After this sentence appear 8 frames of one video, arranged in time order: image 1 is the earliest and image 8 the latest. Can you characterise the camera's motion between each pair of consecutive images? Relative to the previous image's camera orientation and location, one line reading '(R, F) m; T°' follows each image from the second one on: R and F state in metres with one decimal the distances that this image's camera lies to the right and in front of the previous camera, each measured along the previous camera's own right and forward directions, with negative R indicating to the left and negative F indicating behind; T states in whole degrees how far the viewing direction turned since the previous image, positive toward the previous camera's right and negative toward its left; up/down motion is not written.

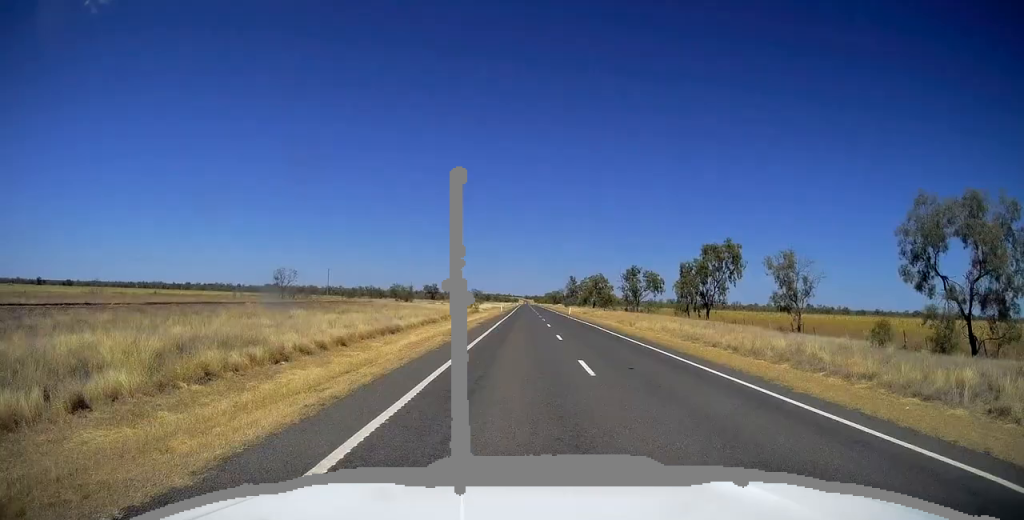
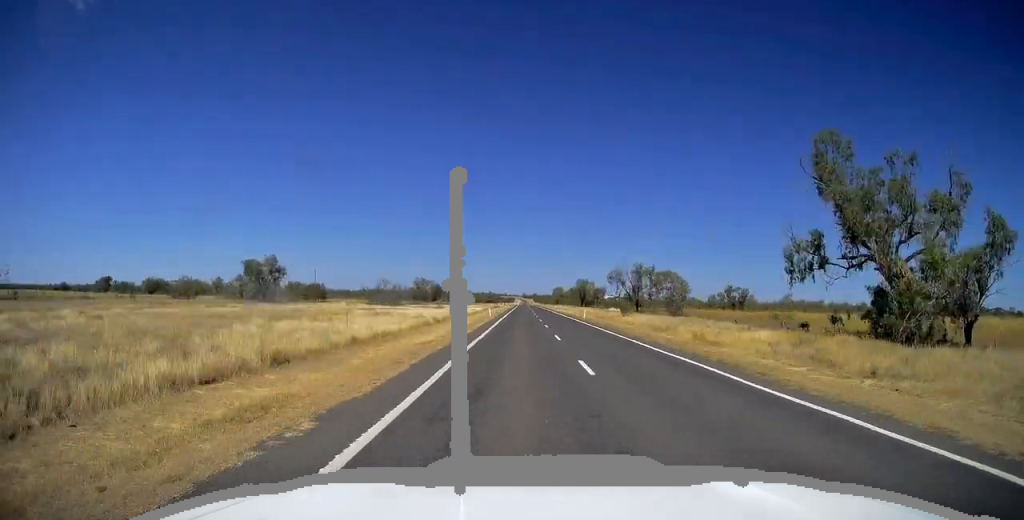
(+1.3, +197.3) m; 0°
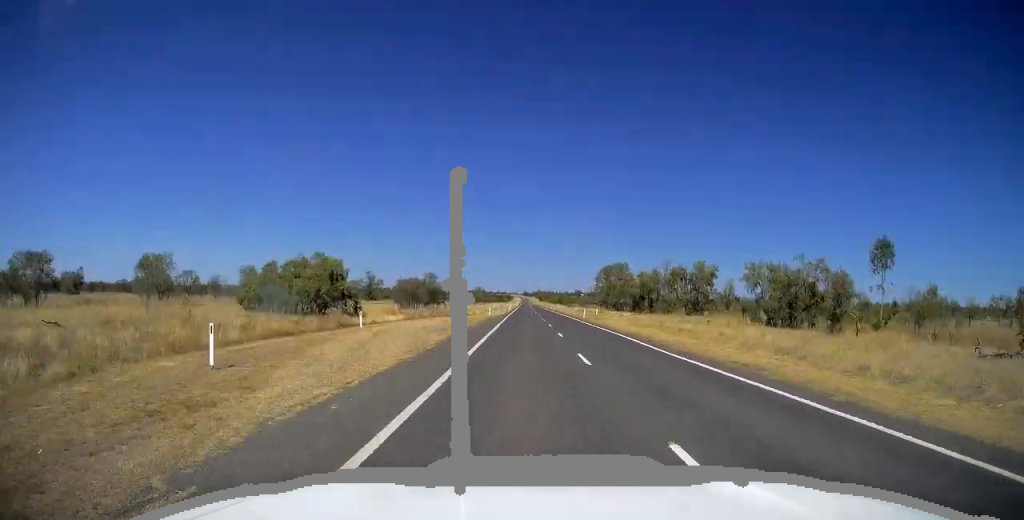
(-0.6, +215.2) m; 0°
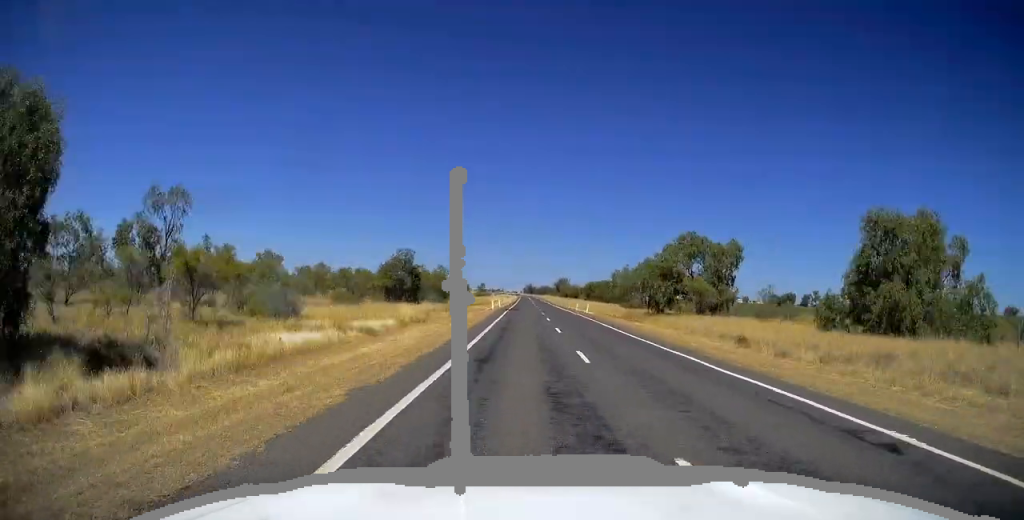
(-2.0, +501.7) m; -1°
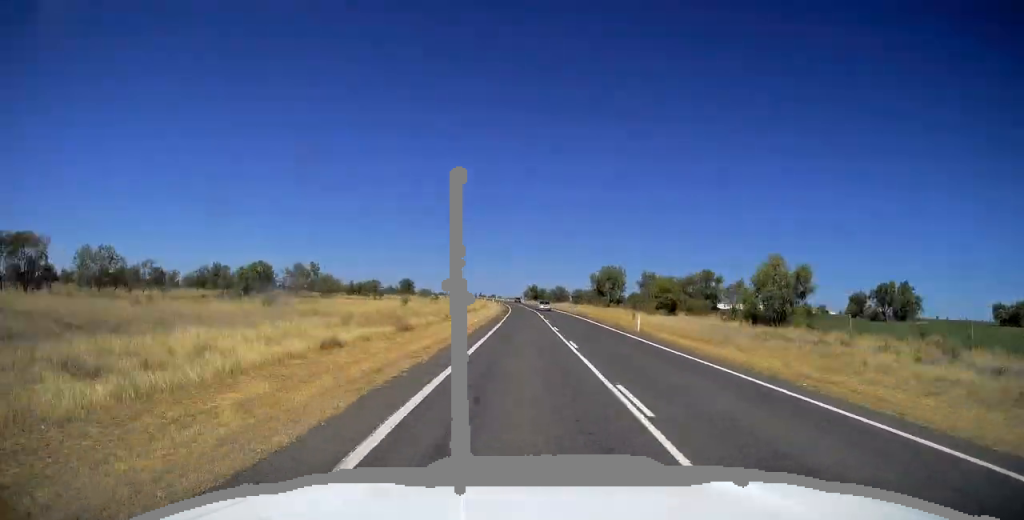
(+0.6, +197.3) m; -2°
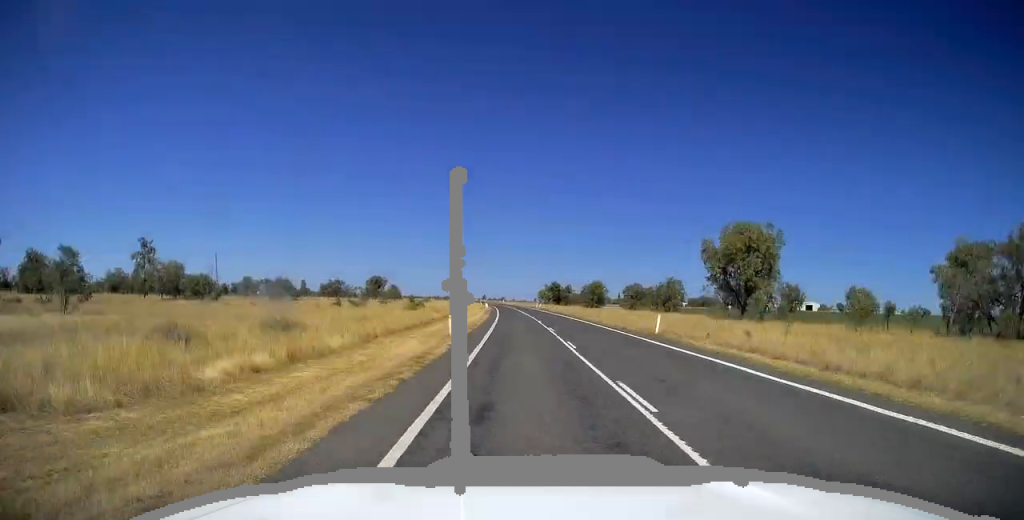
(-3.3, +98.8) m; -2°
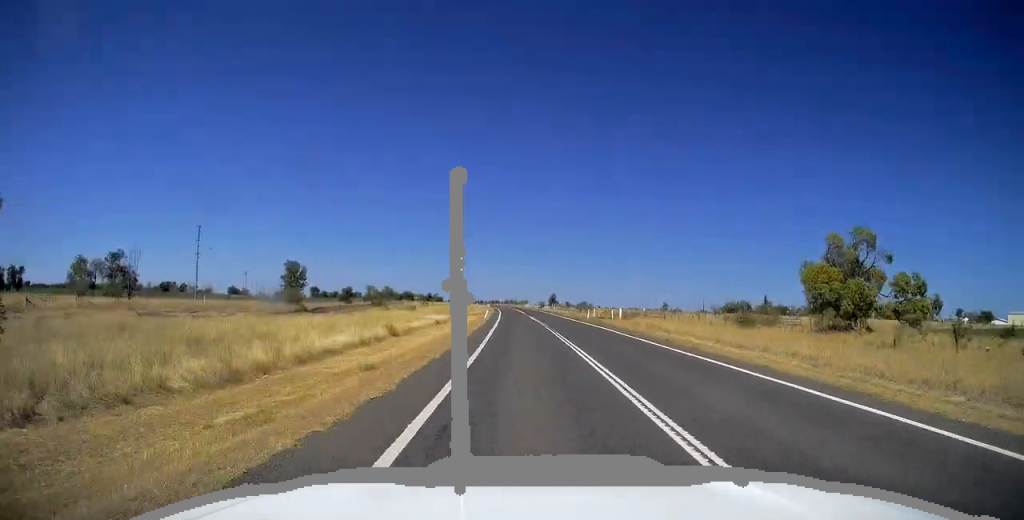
(-10.9, +224.3) m; -6°
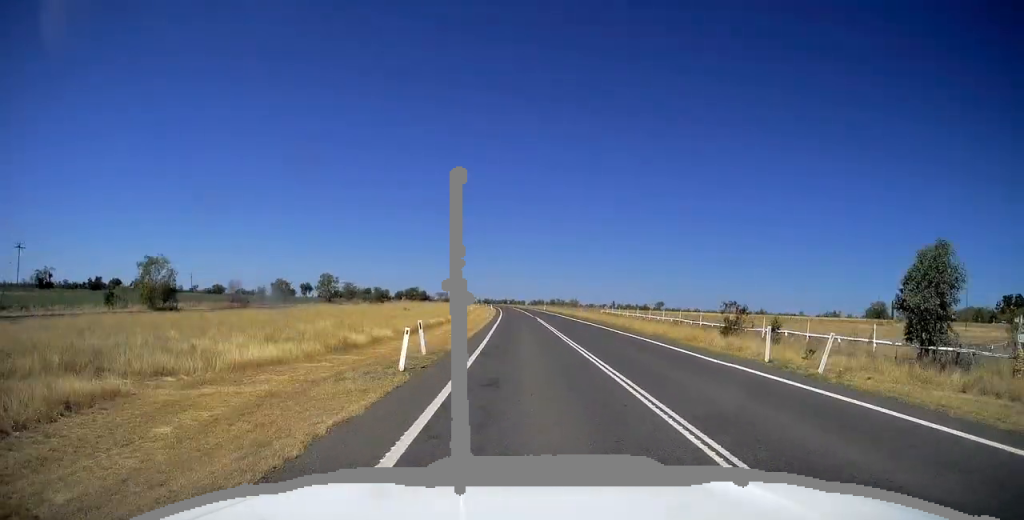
(-3.0, +144.2) m; -4°
